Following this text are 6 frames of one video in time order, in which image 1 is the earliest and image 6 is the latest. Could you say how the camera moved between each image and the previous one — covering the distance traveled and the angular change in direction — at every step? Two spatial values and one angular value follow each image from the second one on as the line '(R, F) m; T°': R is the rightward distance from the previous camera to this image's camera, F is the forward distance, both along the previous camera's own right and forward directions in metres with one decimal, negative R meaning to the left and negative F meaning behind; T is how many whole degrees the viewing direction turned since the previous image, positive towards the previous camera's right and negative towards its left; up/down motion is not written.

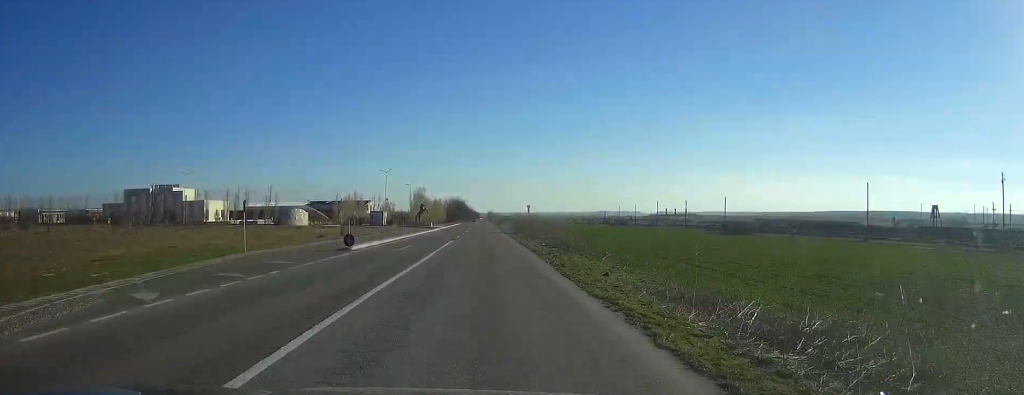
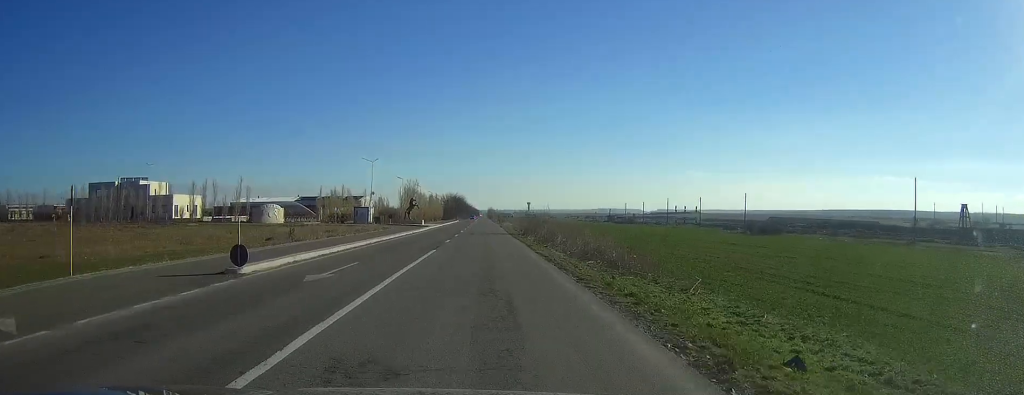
(0.0, +16.1) m; 0°
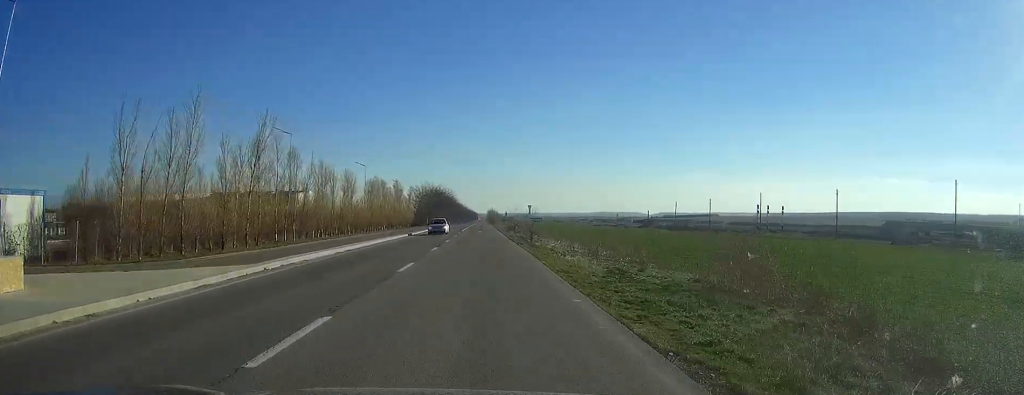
(+0.2, +90.6) m; 0°
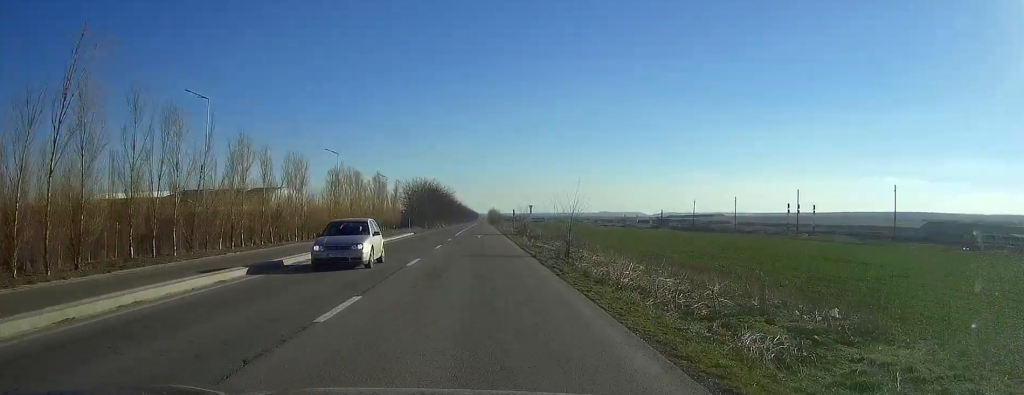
(0.0, +21.5) m; 0°
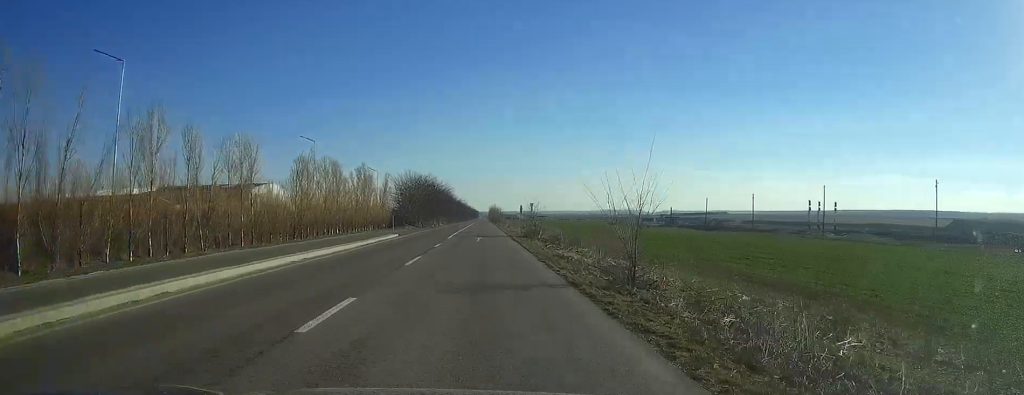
(0.0, +12.5) m; 0°
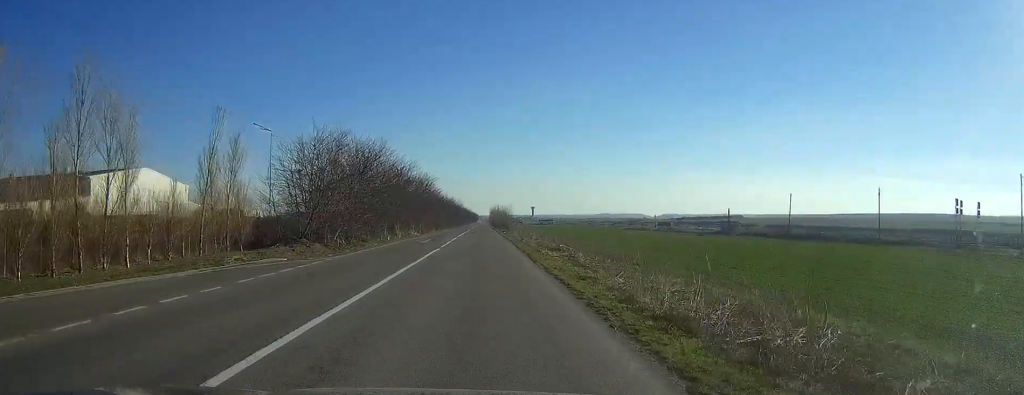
(0.0, +61.8) m; 0°
